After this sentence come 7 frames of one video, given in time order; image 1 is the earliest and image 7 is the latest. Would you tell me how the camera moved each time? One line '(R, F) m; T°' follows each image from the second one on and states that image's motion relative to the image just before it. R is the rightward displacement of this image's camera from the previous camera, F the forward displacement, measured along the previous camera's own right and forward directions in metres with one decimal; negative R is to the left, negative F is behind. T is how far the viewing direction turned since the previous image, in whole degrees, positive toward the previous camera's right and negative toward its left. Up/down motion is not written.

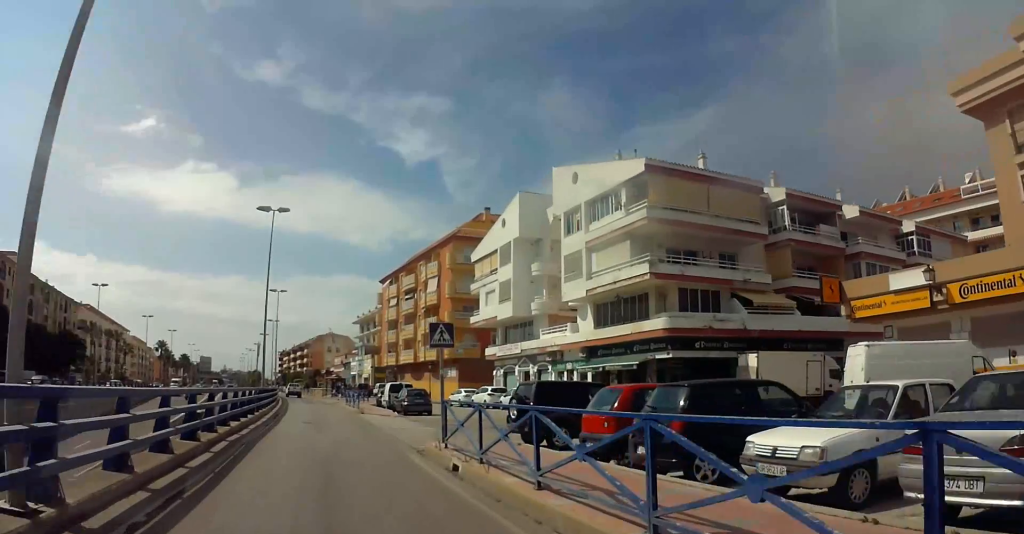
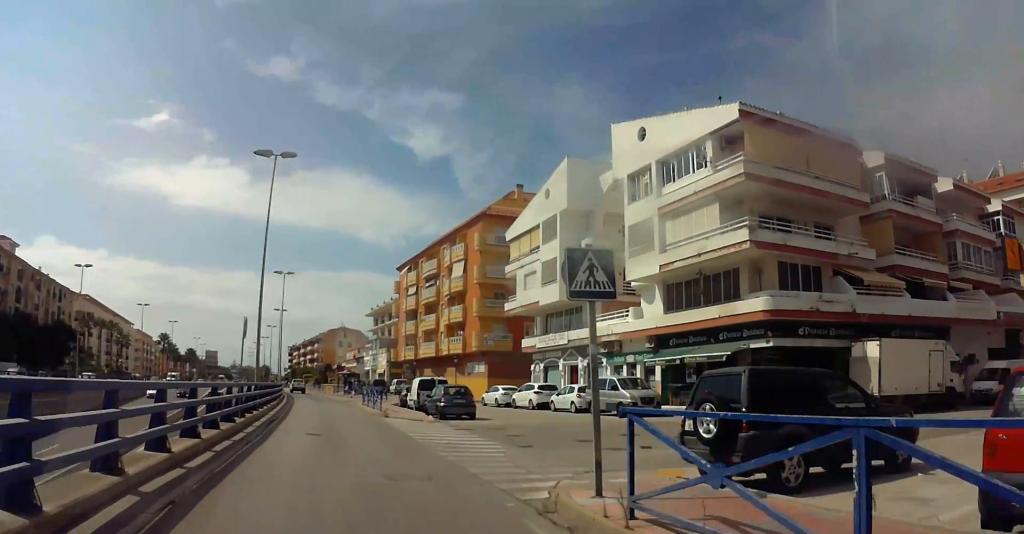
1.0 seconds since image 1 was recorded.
(0.0, +8.7) m; +1°
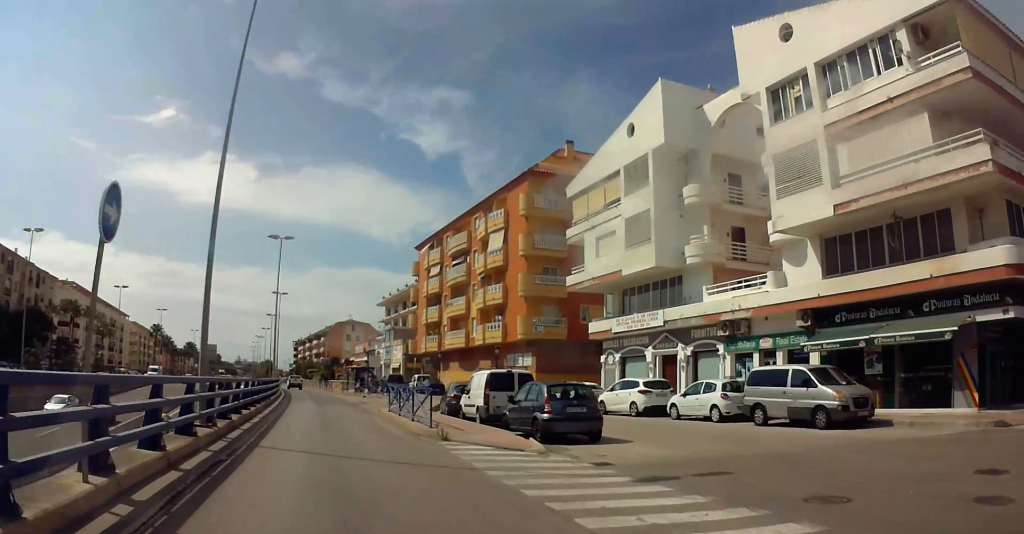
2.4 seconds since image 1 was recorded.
(-0.1, +12.7) m; -3°
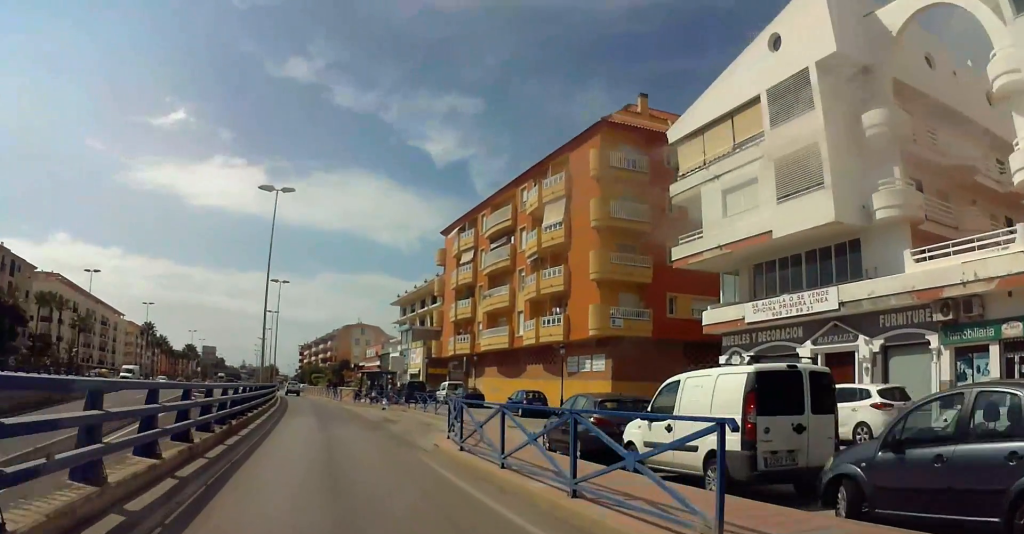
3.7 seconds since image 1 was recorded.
(-0.4, +12.5) m; -2°
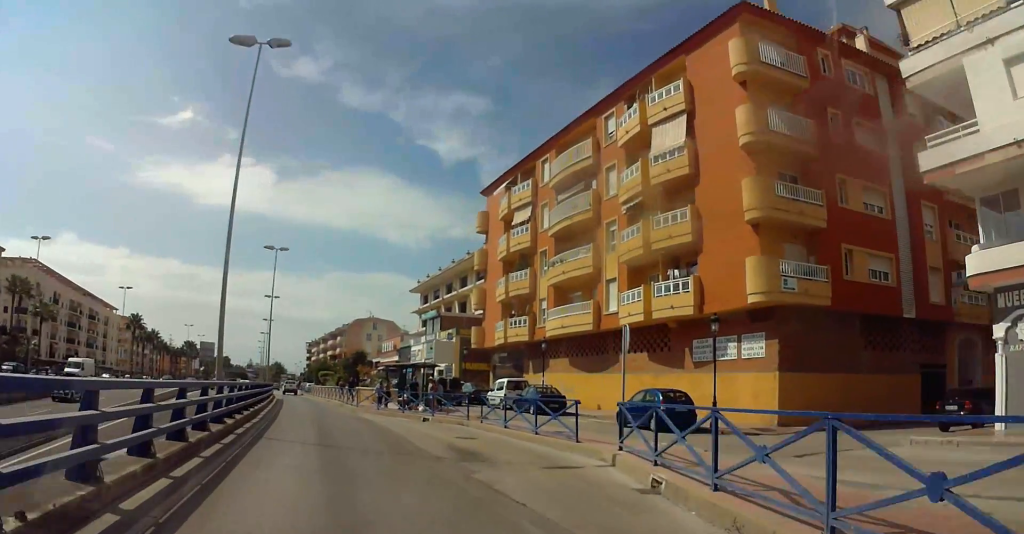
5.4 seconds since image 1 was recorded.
(0.0, +15.4) m; 0°
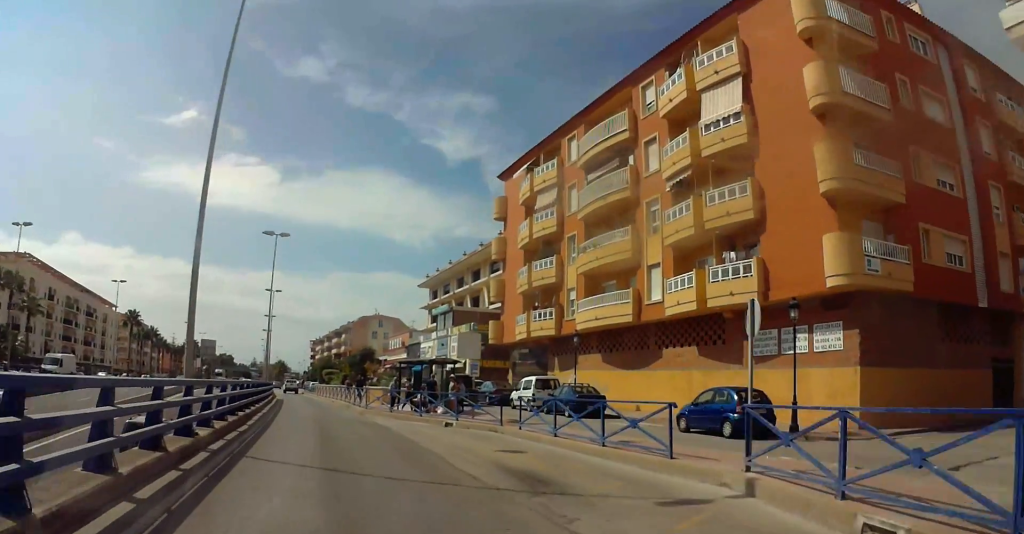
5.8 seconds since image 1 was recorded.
(0.0, +4.2) m; 0°
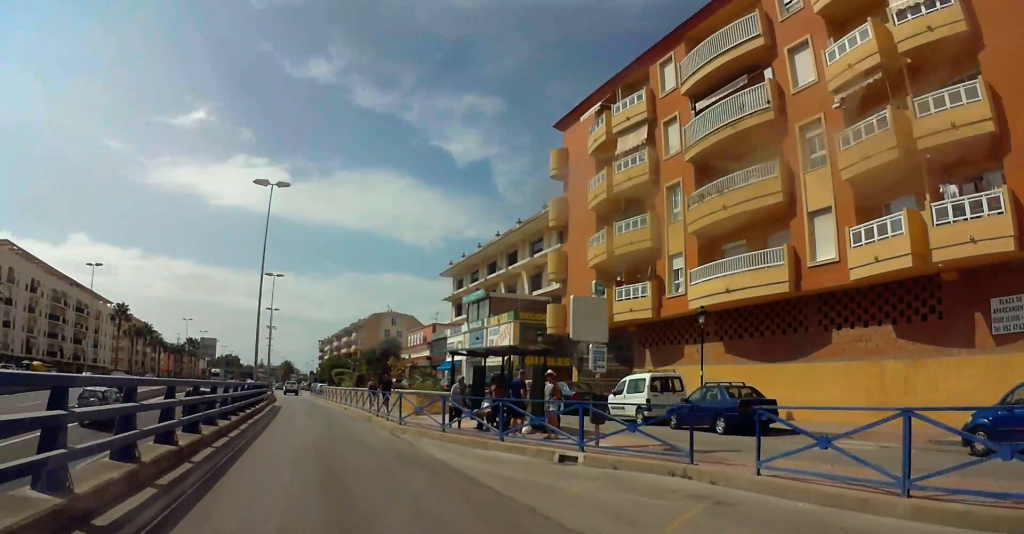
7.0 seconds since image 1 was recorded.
(-0.1, +11.6) m; 0°
